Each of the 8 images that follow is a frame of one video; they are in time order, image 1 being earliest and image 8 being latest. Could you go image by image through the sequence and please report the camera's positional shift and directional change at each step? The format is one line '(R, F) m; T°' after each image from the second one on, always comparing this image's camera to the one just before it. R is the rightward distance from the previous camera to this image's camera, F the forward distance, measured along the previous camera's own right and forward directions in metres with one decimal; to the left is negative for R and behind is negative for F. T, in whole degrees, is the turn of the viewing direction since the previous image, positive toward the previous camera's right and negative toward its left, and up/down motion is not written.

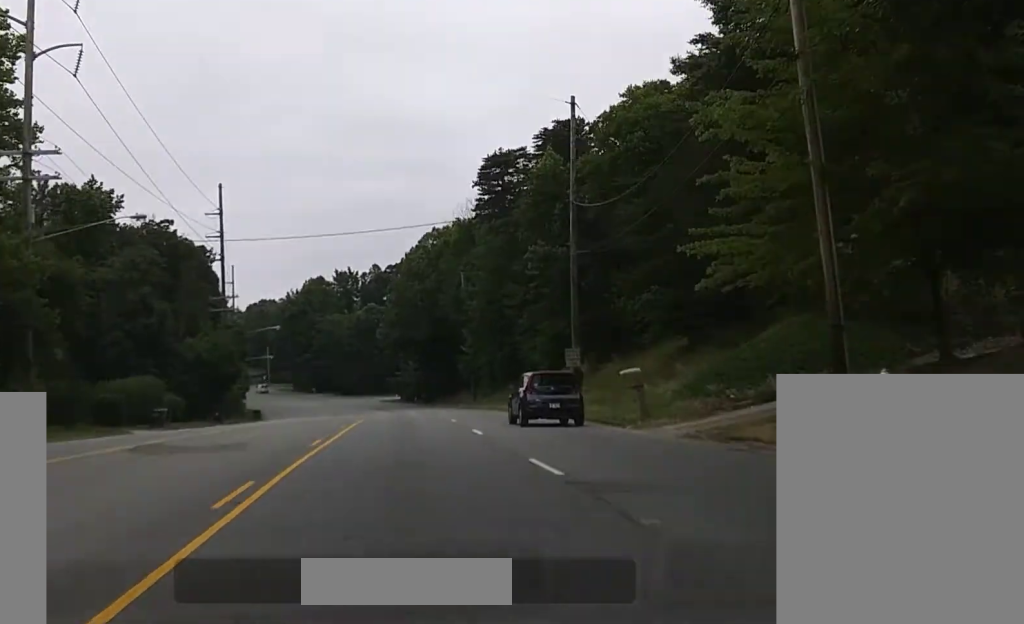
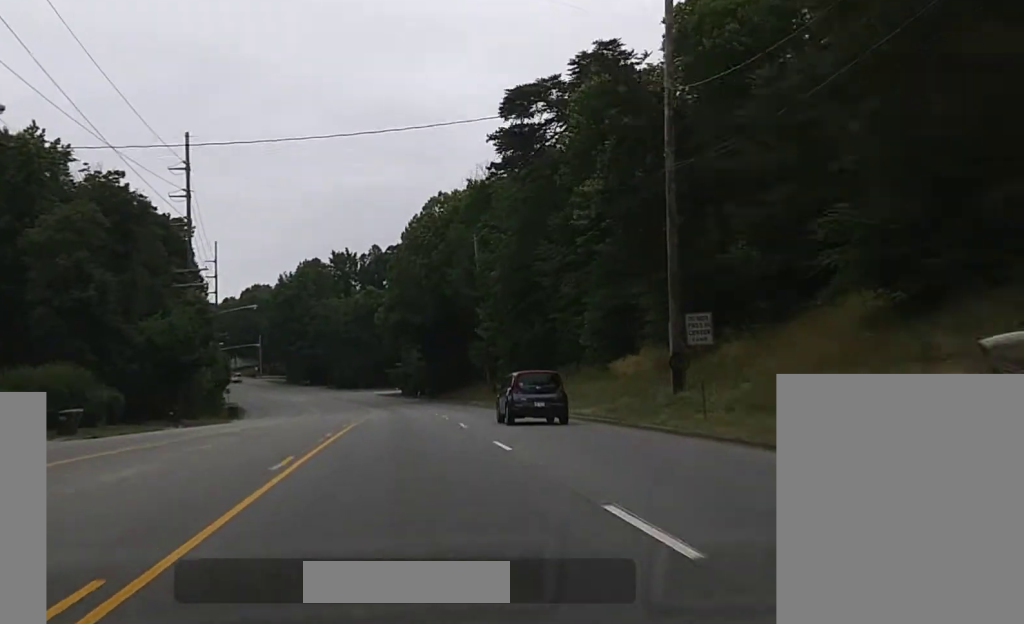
(0.0, +17.0) m; 0°
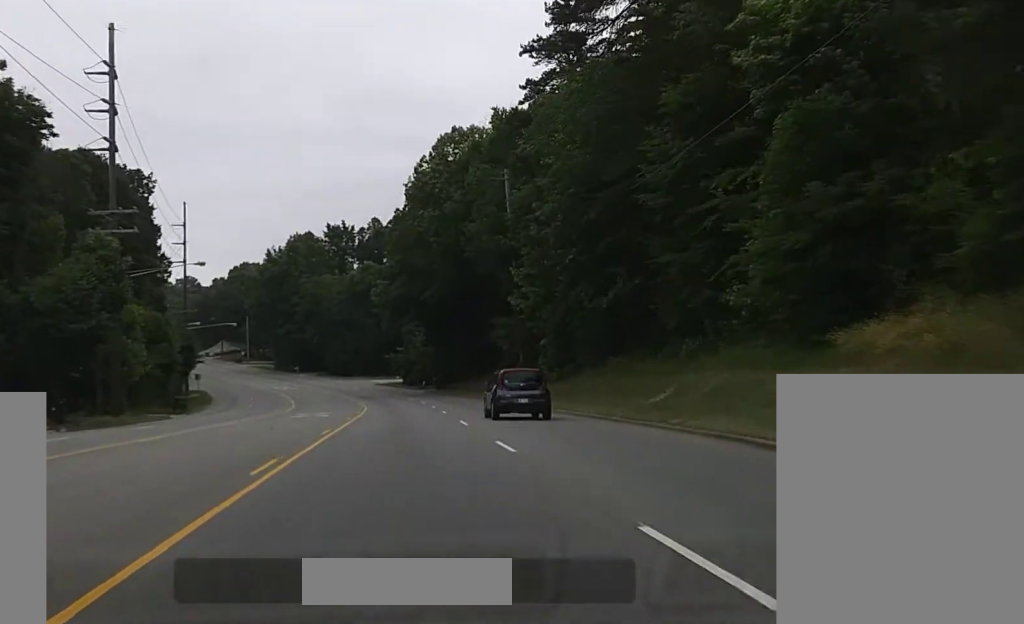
(-0.1, +26.8) m; -1°
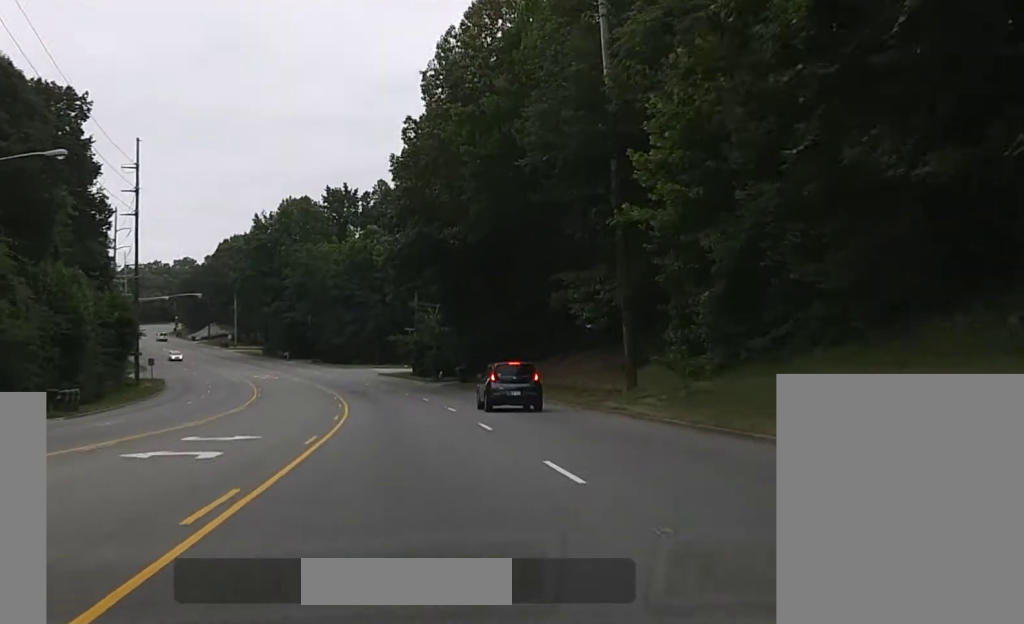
(+0.2, +29.4) m; -1°
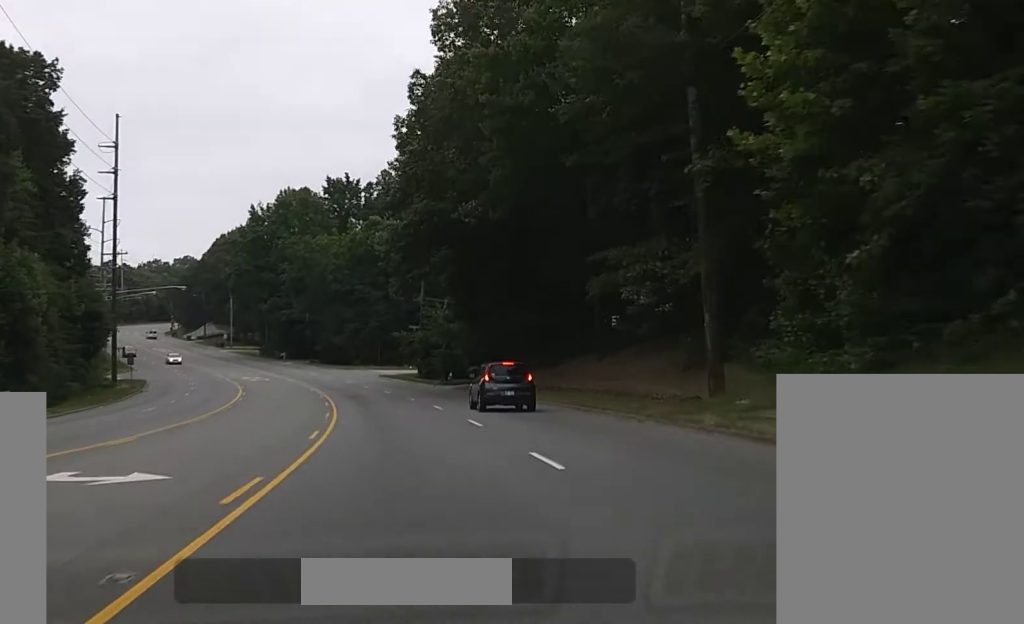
(-0.1, +11.0) m; -2°
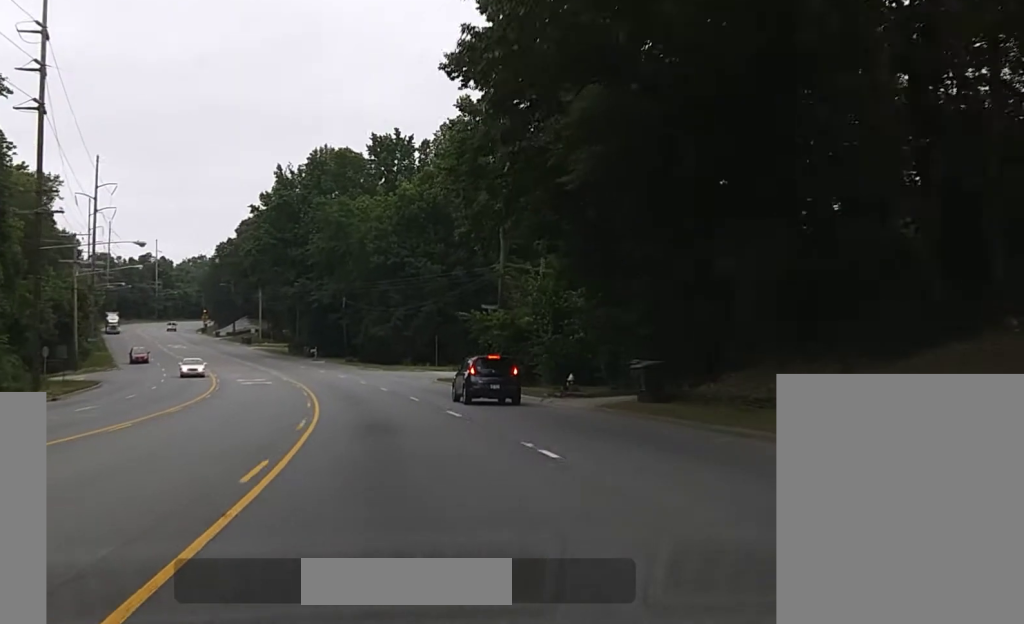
(-2.4, +36.7) m; -6°
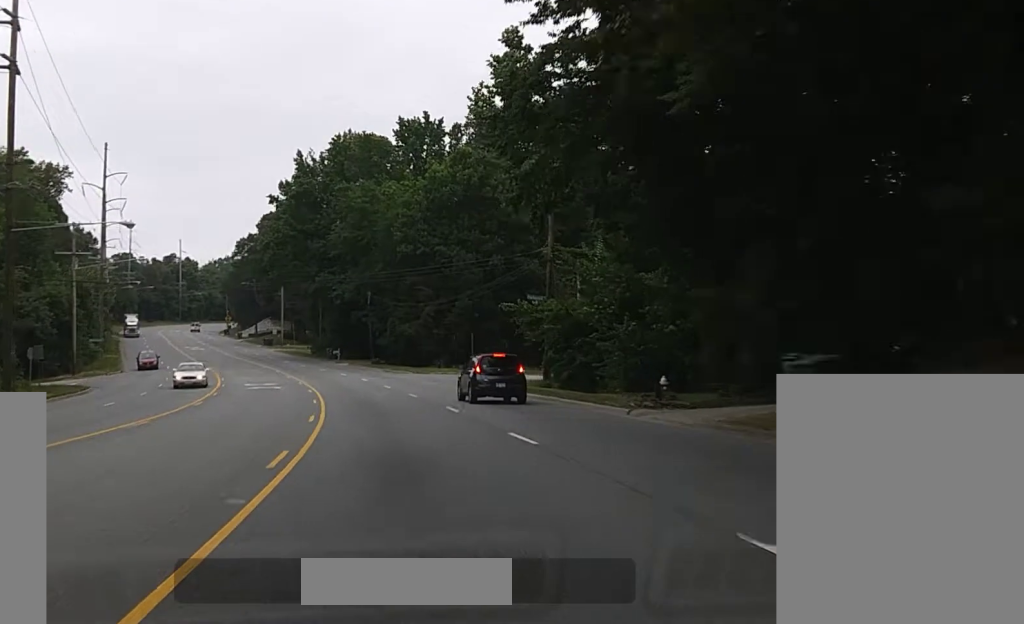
(0.0, +10.3) m; 0°
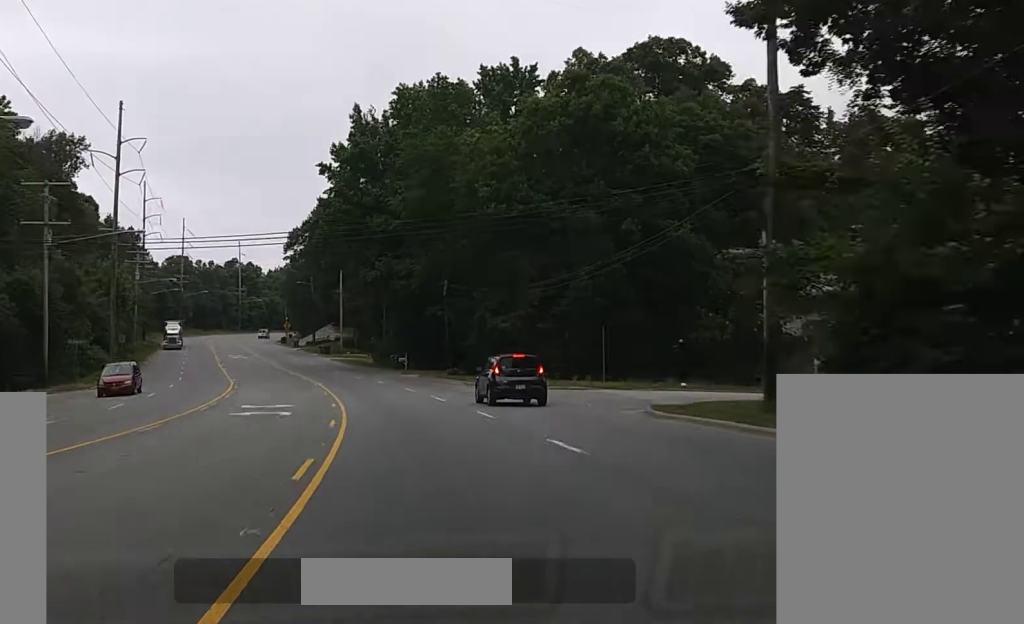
(0.0, +25.4) m; 0°
